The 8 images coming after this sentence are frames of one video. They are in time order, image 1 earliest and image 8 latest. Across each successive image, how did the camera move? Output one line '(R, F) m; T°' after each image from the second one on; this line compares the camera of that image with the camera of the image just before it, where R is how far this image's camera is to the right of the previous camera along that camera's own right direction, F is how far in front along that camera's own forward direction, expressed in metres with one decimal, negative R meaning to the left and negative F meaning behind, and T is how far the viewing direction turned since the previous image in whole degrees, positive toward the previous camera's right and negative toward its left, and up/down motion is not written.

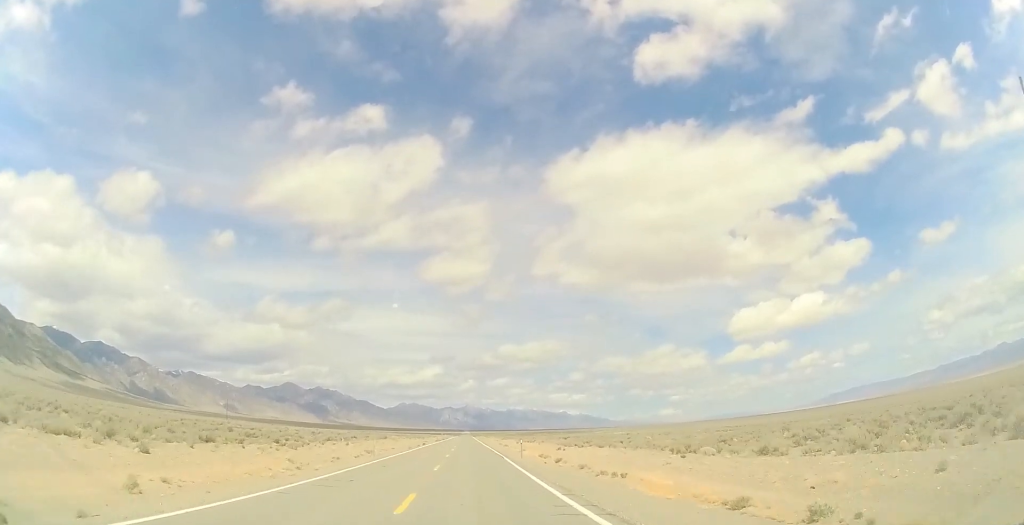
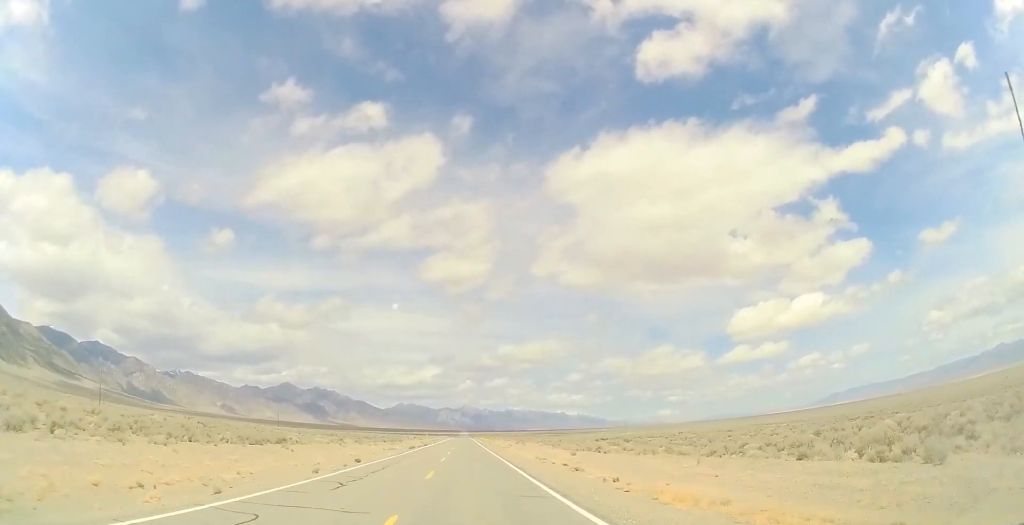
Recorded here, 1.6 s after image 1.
(-0.4, +52.7) m; -1°
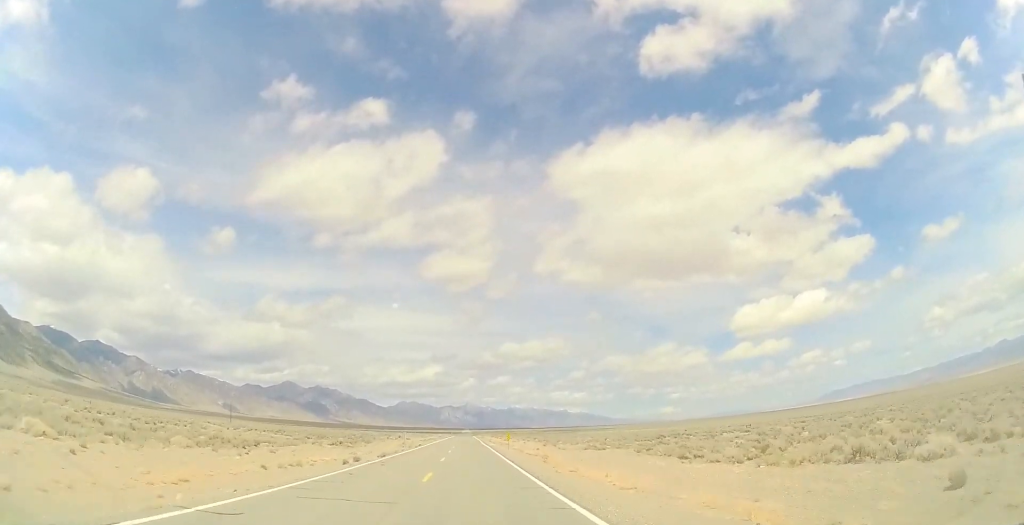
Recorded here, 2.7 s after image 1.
(+0.2, +38.4) m; +1°
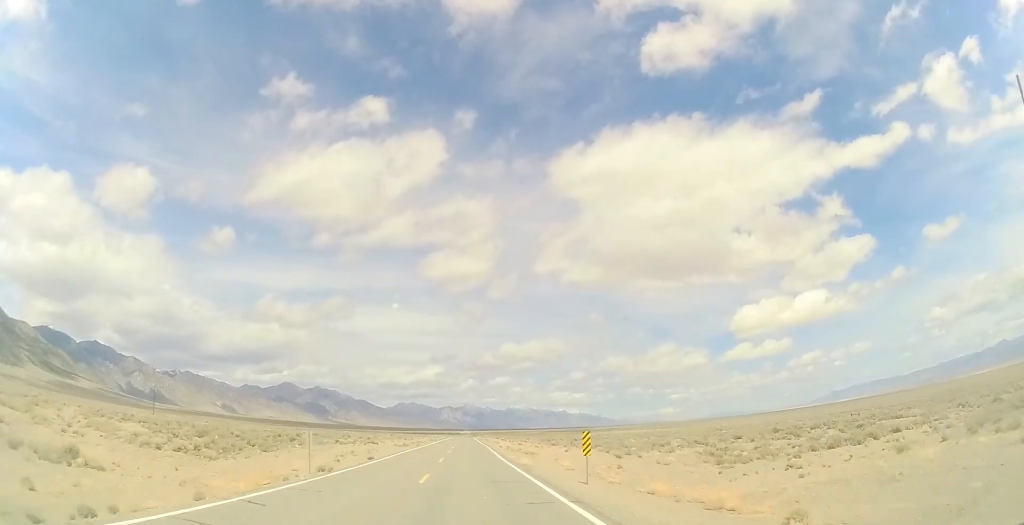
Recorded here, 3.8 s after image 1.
(+0.1, +37.2) m; 0°
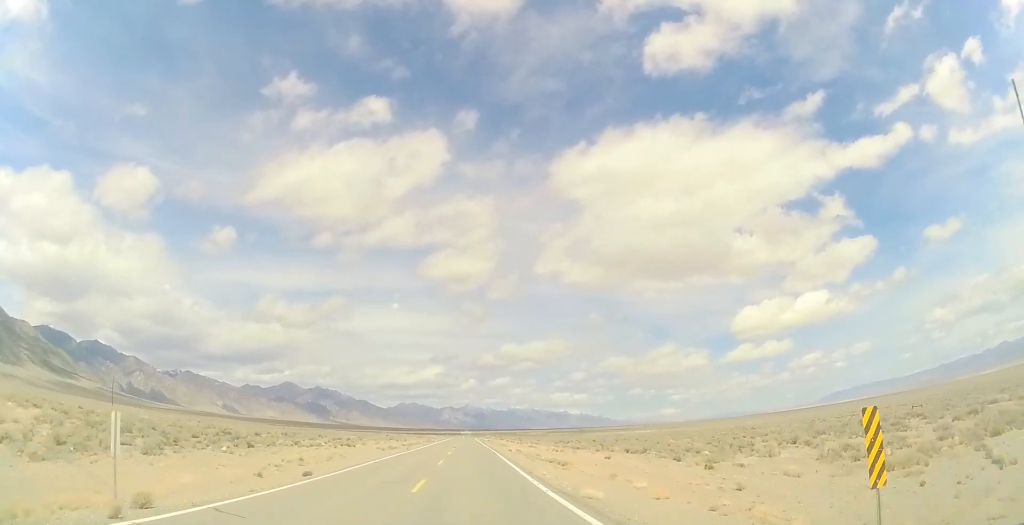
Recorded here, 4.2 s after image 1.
(0.0, +14.7) m; 0°
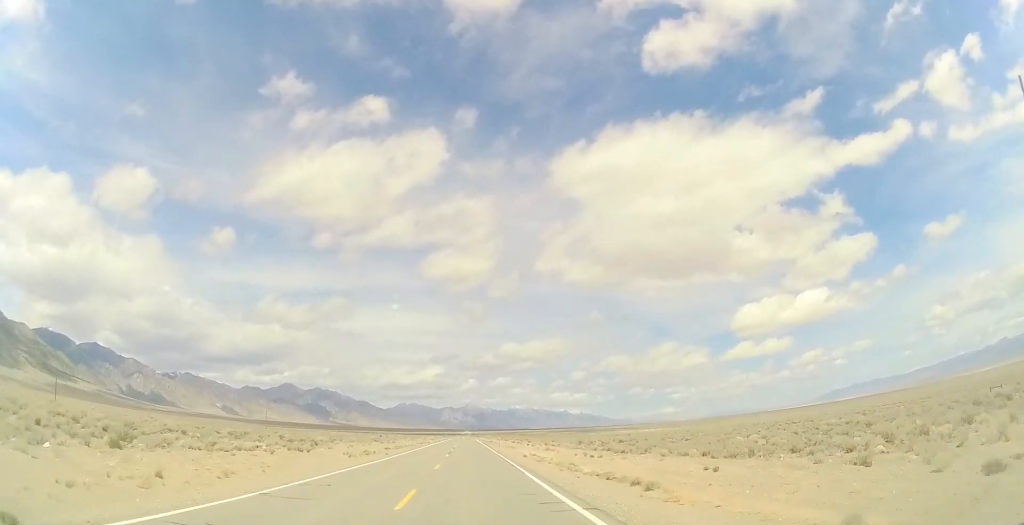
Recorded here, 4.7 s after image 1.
(-0.1, +15.8) m; 0°
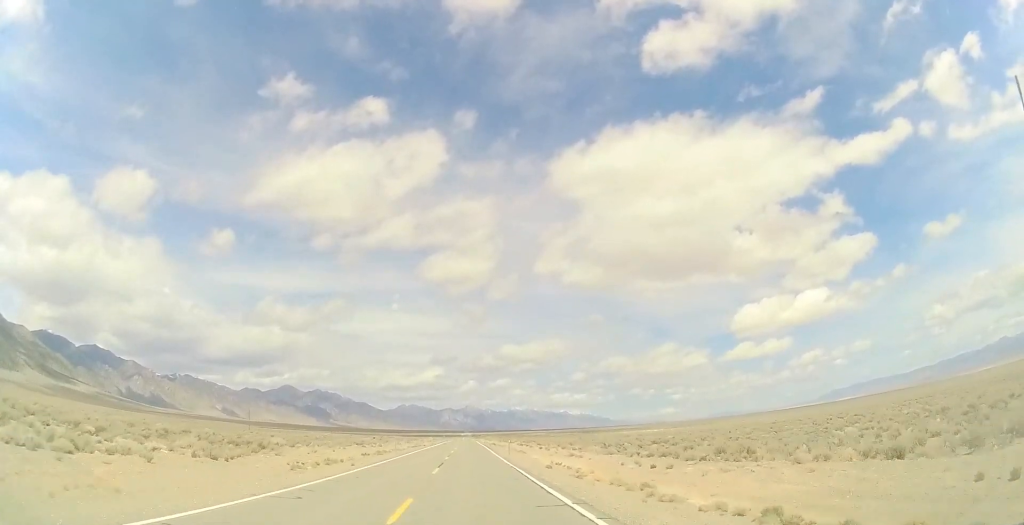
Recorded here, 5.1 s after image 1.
(0.0, +13.6) m; 0°
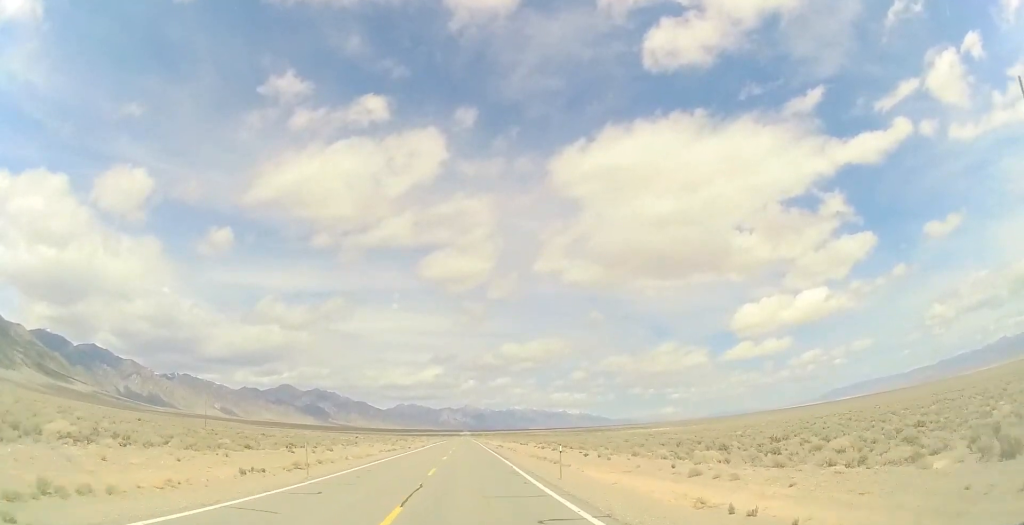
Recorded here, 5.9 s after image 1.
(+0.3, +26.1) m; 0°
